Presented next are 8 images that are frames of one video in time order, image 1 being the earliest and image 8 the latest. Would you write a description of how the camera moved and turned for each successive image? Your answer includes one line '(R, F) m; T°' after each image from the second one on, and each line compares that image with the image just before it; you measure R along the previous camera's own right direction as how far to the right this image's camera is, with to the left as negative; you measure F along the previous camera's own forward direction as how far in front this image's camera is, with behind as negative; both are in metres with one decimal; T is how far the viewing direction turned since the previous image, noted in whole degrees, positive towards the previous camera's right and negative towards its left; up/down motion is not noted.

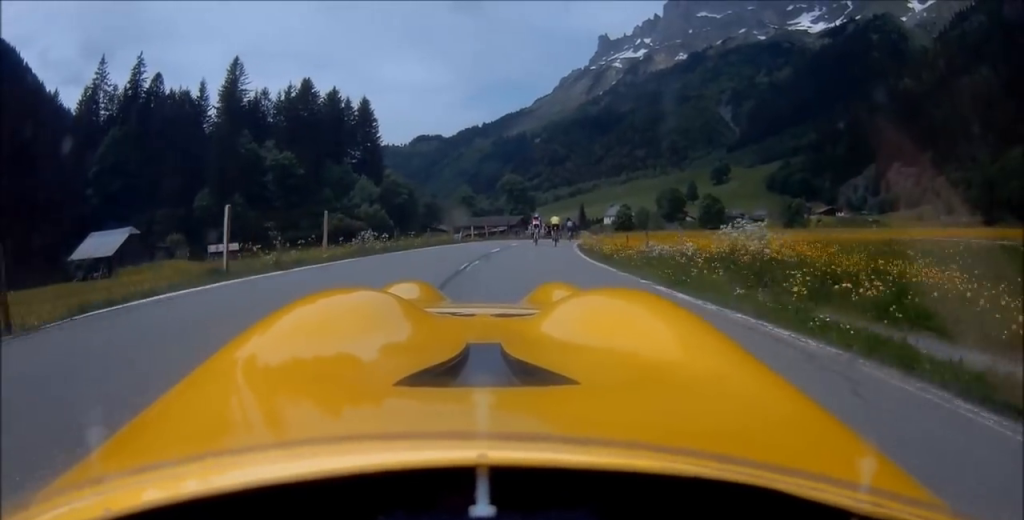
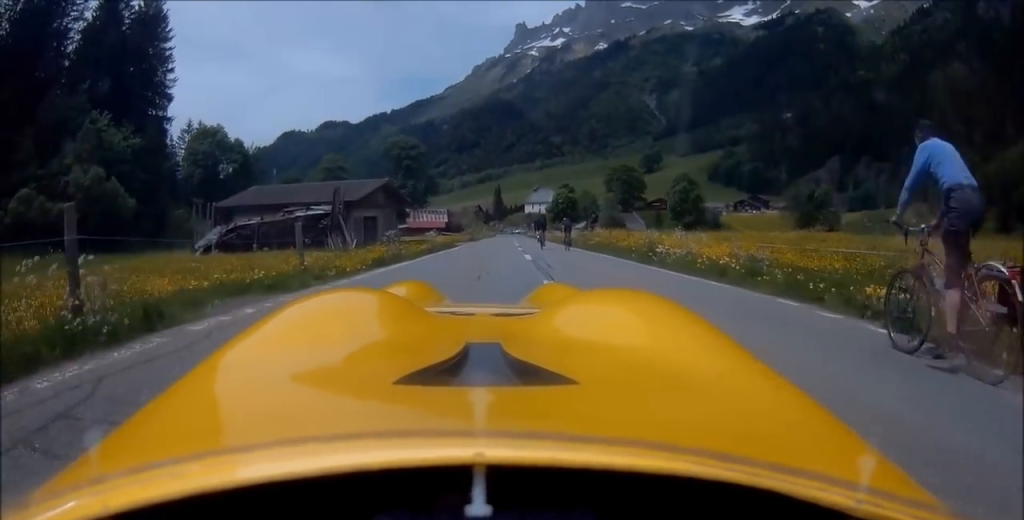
(+4.3, +59.8) m; +7°
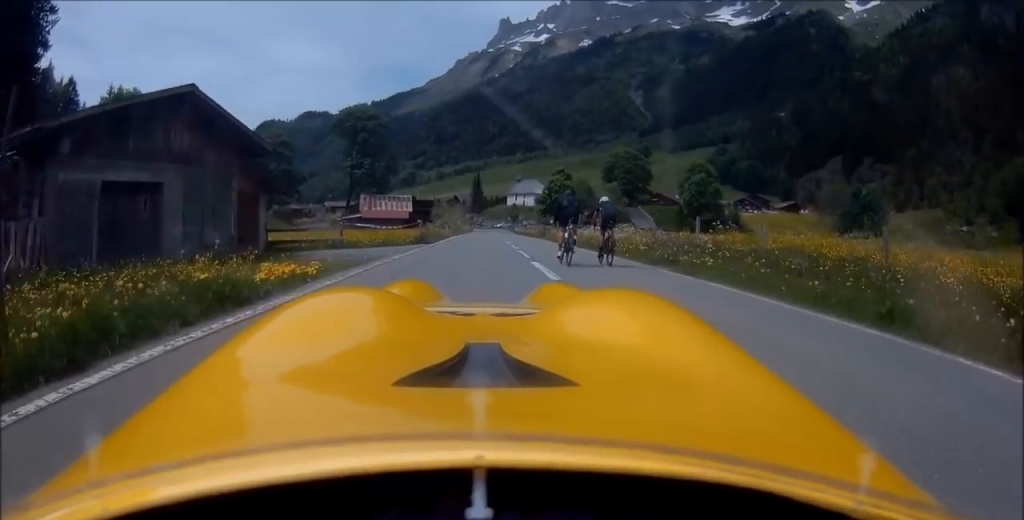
(+0.3, +24.3) m; +4°
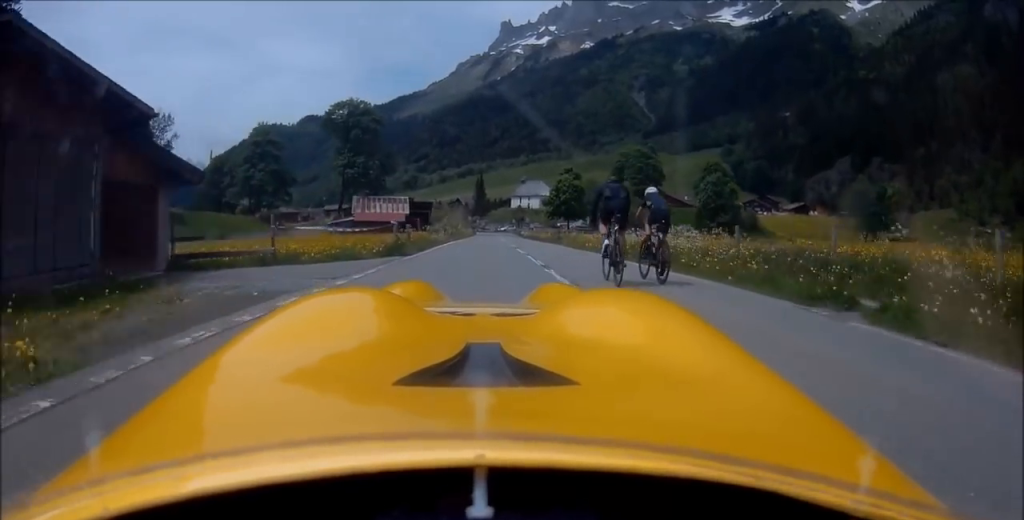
(+0.3, +7.1) m; +2°
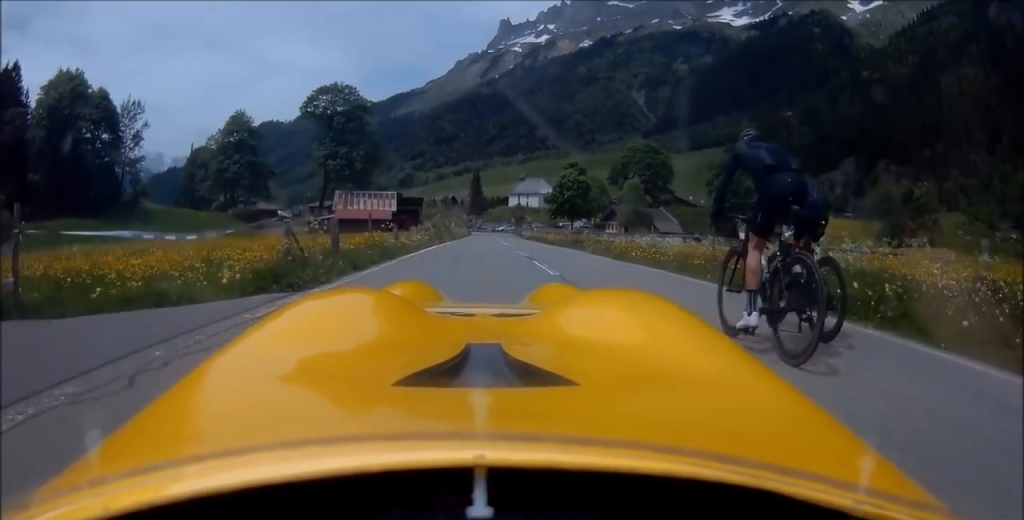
(+0.2, +8.5) m; +2°
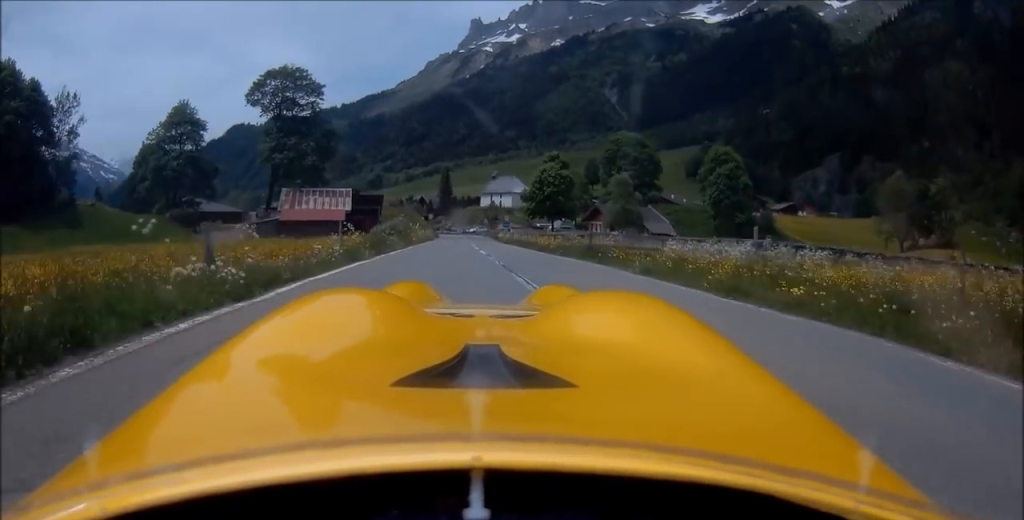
(+0.3, +10.3) m; +1°
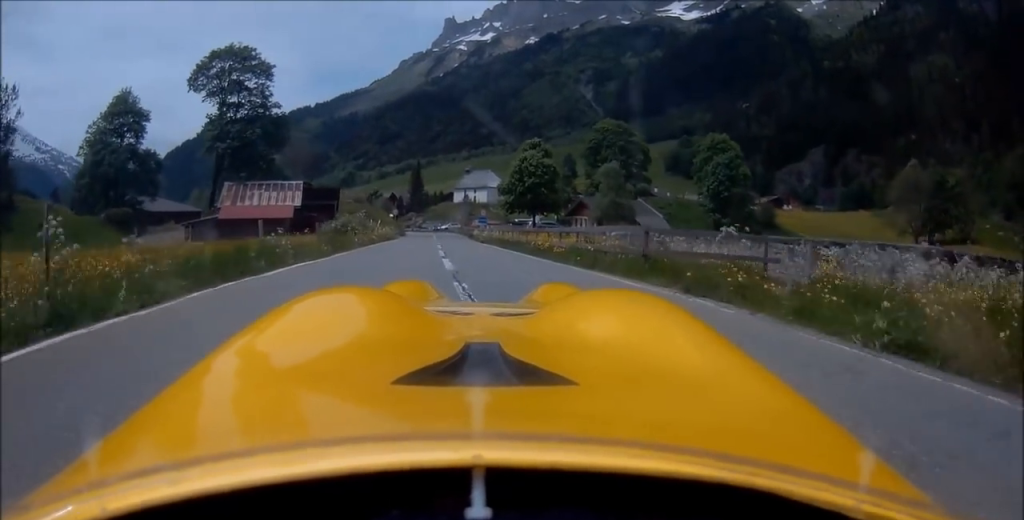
(+0.1, +9.1) m; +1°
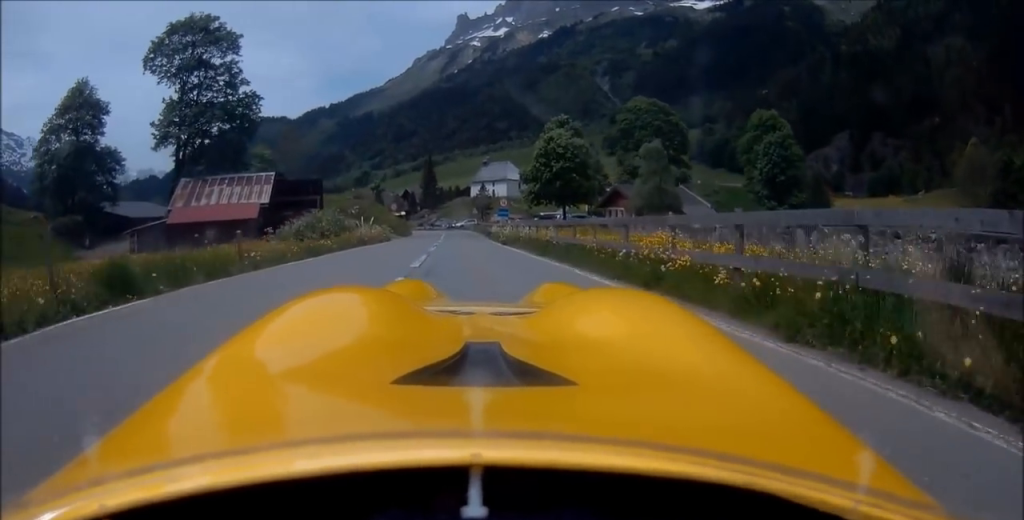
(0.0, +11.8) m; 0°
